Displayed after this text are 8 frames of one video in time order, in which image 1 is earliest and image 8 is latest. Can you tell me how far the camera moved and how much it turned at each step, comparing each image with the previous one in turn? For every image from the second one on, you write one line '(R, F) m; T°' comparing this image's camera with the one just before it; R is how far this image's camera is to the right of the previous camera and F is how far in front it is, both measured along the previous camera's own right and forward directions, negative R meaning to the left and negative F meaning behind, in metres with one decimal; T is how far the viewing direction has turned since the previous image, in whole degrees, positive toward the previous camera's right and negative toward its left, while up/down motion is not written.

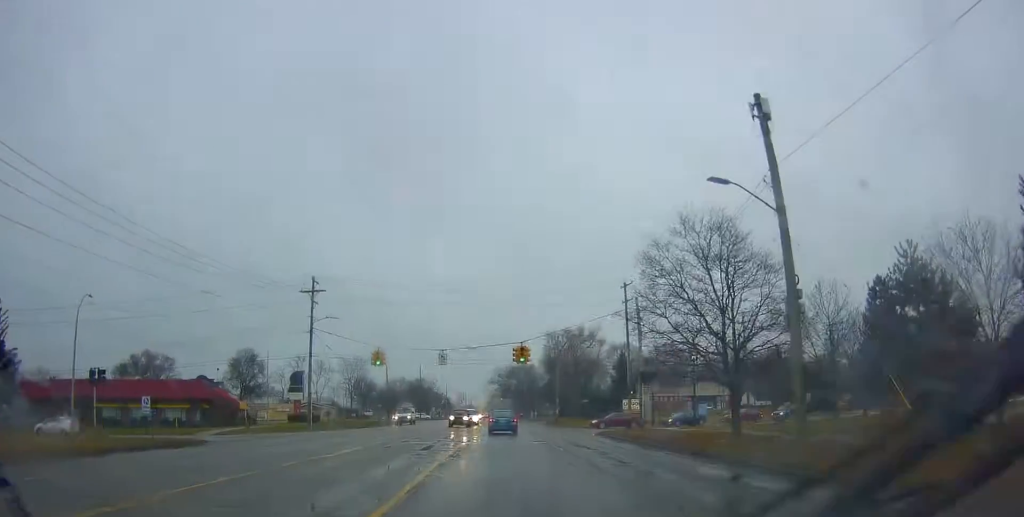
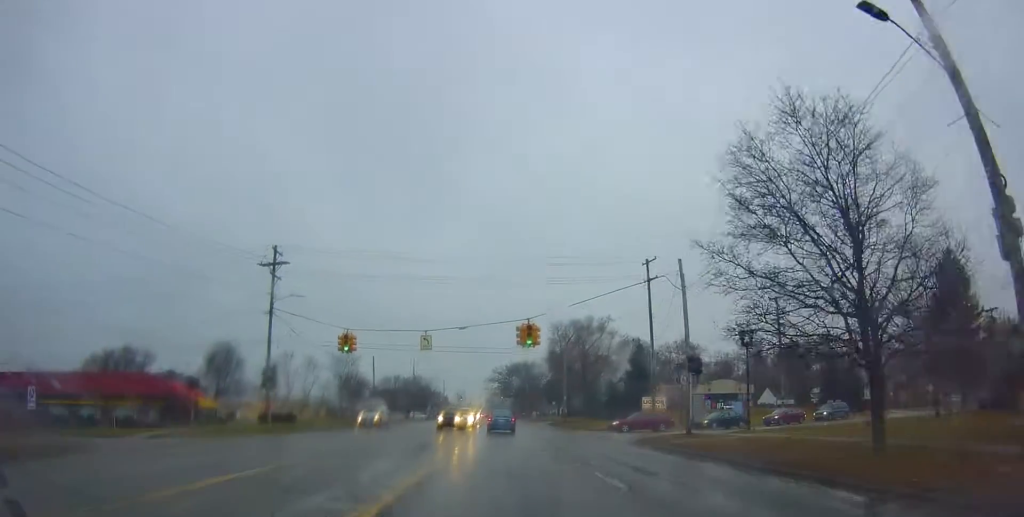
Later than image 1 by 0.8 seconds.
(+0.2, +9.7) m; 0°
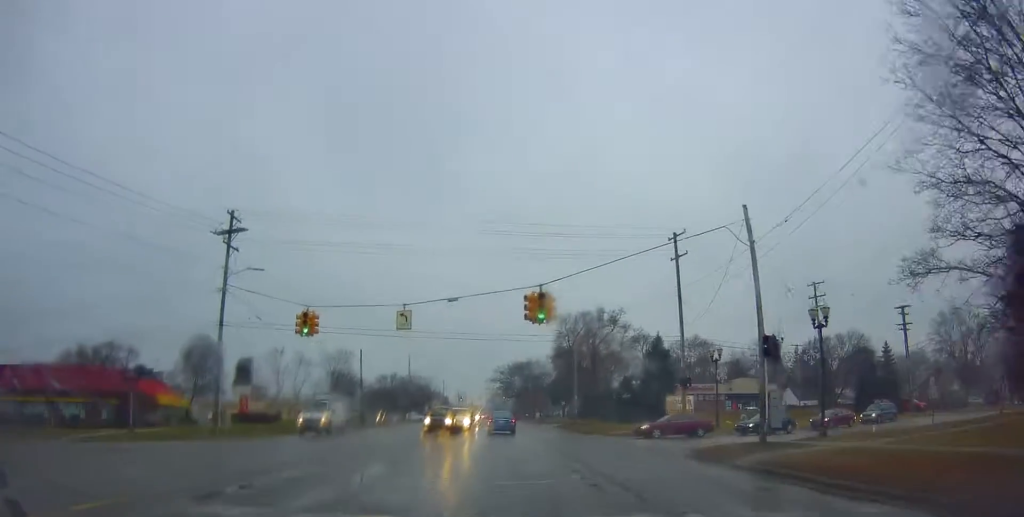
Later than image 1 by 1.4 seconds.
(0.0, +8.3) m; -1°
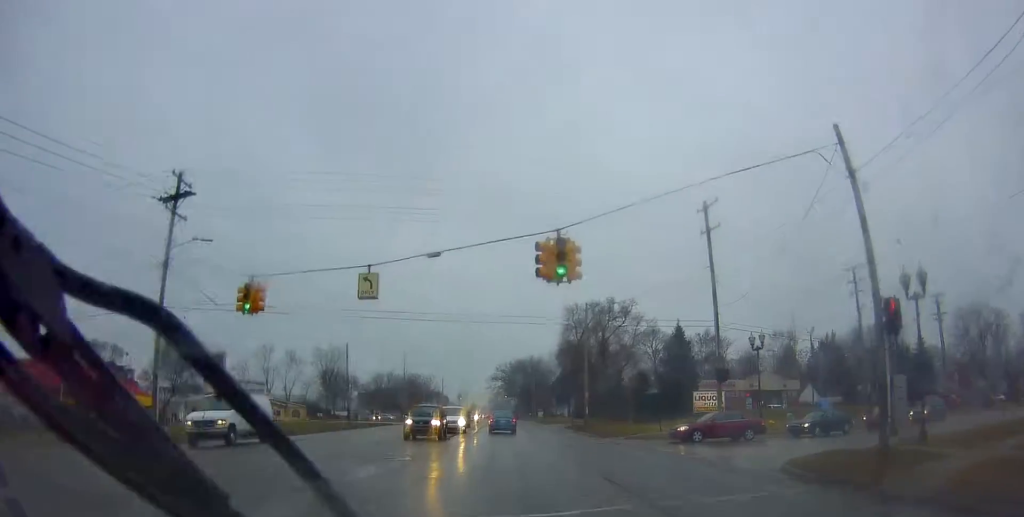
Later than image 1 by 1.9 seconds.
(-0.2, +7.2) m; -1°
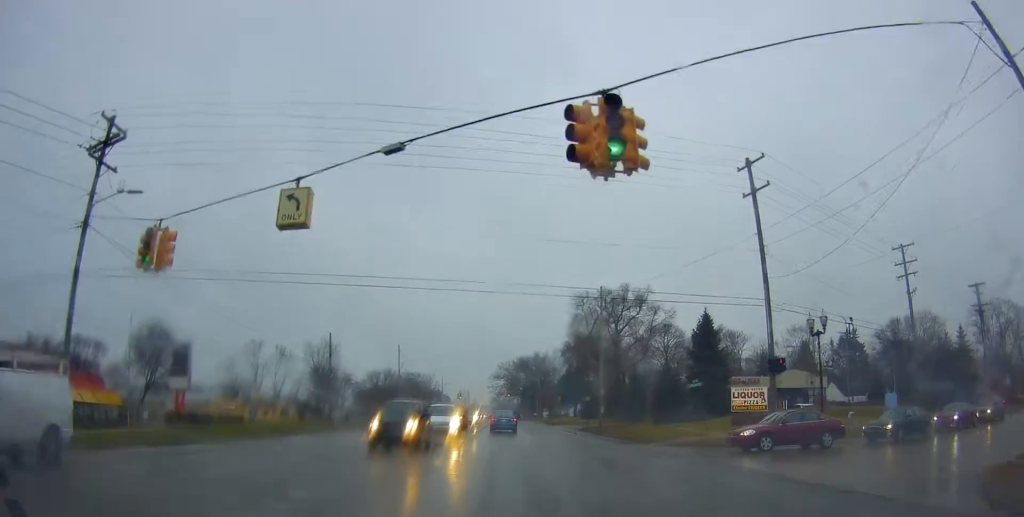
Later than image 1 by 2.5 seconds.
(0.0, +7.4) m; -1°
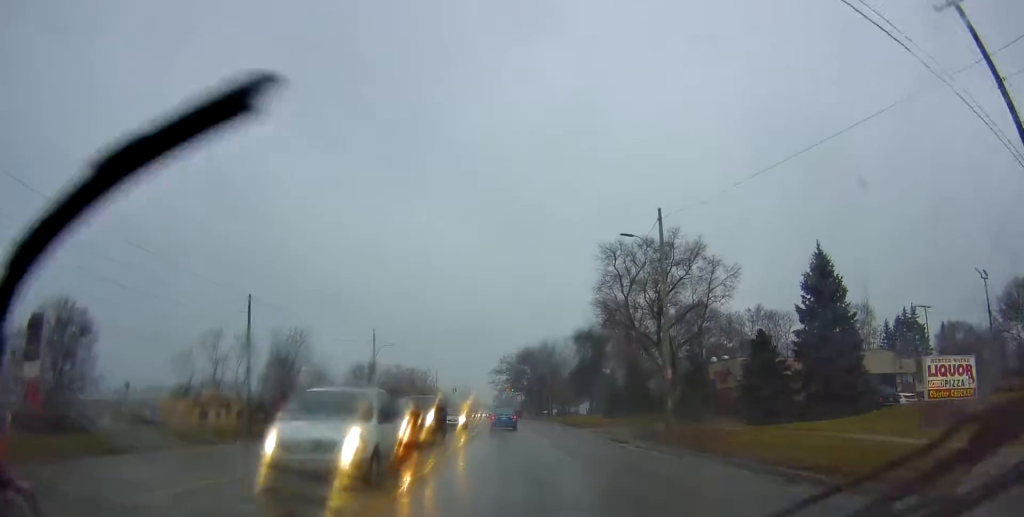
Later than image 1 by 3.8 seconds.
(-0.3, +19.7) m; -1°
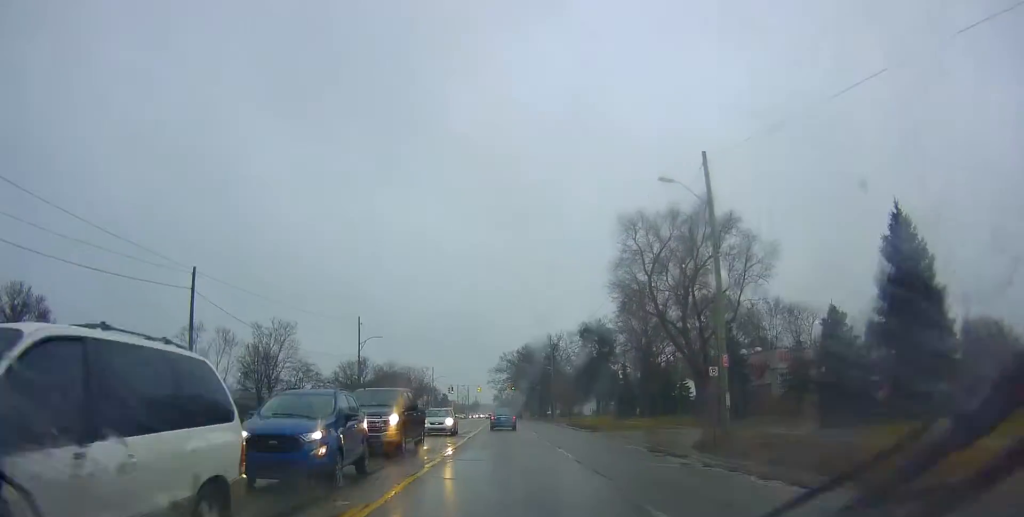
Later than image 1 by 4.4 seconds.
(-0.1, +8.0) m; 0°
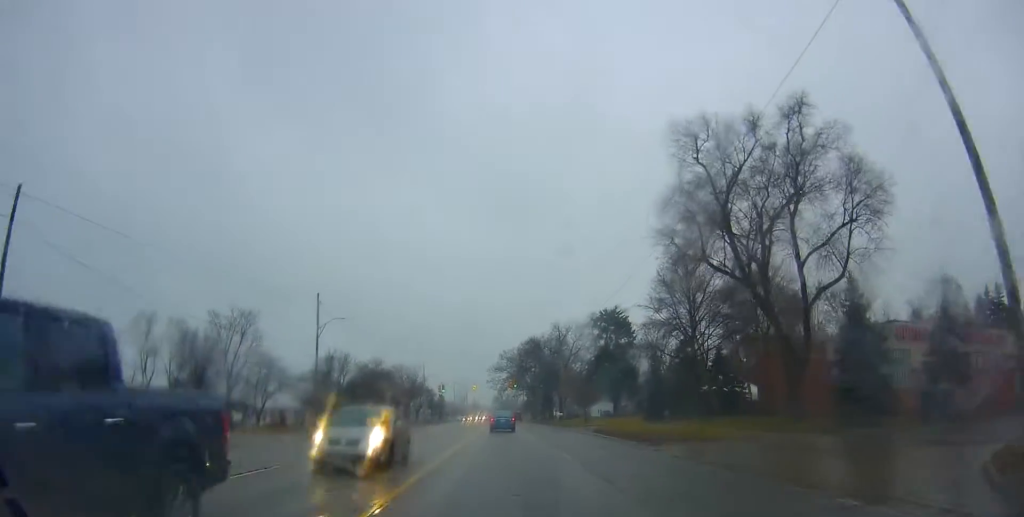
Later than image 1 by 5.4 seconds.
(+0.5, +15.3) m; 0°
